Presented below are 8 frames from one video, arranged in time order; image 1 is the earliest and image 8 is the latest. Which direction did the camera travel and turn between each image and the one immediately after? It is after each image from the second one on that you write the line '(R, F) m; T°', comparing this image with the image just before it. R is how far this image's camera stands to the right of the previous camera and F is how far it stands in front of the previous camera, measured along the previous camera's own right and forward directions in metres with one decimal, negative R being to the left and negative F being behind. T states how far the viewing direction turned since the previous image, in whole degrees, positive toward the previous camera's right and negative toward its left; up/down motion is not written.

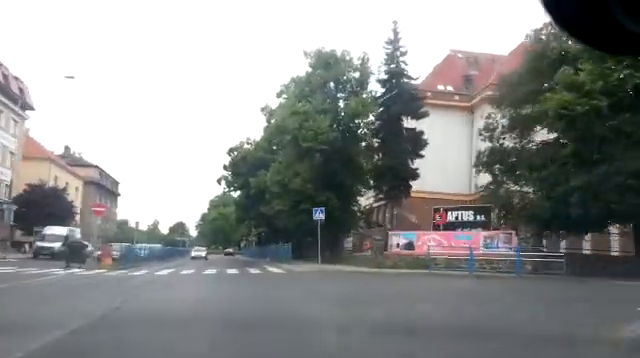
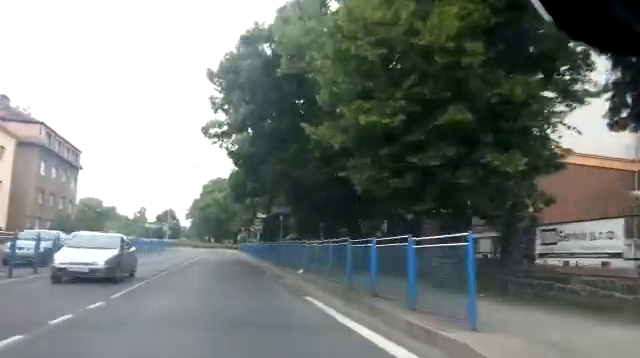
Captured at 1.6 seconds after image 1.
(-0.4, +21.9) m; 0°
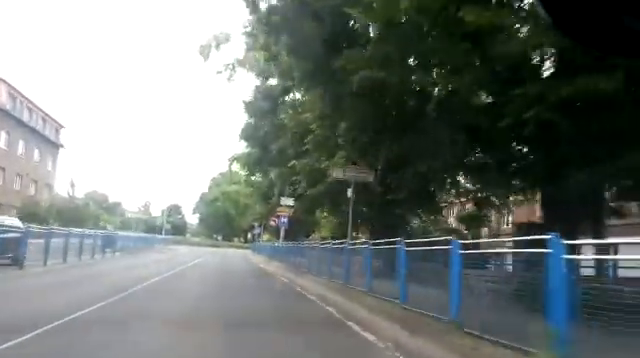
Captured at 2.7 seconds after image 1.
(+0.5, +13.8) m; +1°
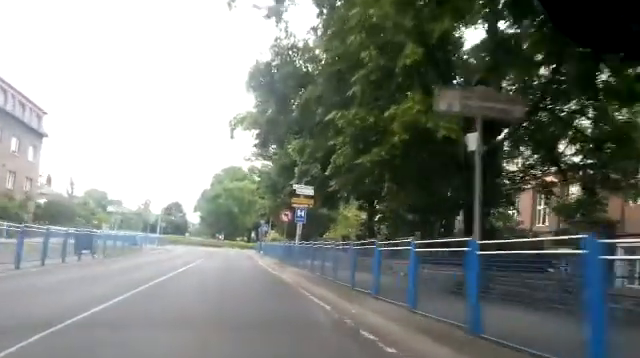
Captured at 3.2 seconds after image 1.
(0.0, +6.5) m; -1°
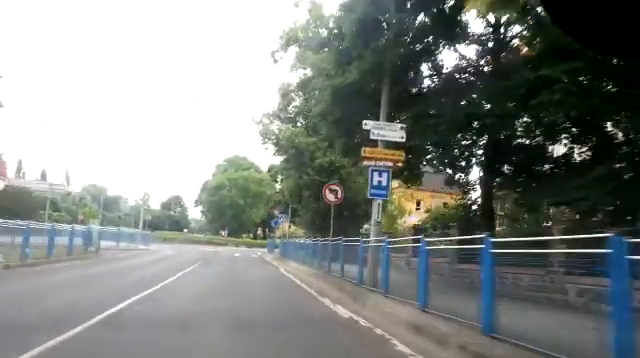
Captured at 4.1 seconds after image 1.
(-0.2, +12.6) m; -1°
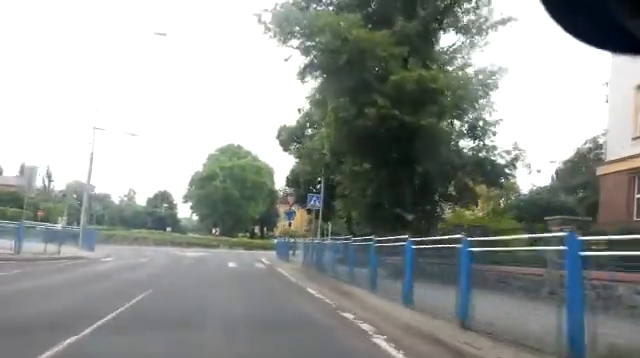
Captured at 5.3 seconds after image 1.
(+0.1, +14.4) m; +1°
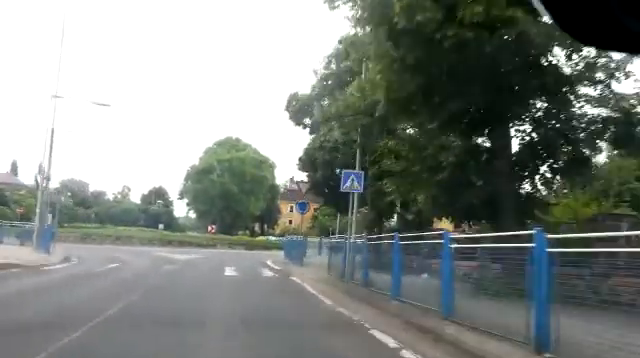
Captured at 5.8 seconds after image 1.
(0.0, +6.1) m; +1°
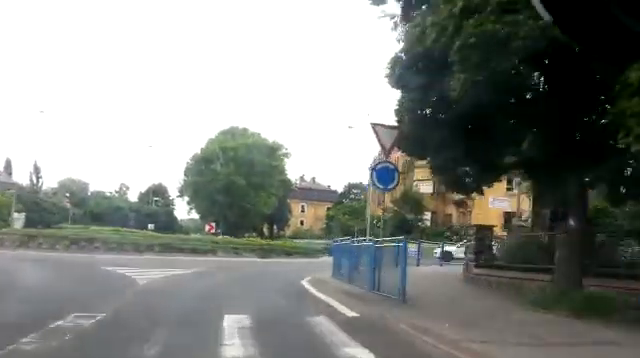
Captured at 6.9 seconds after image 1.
(0.0, +12.5) m; +1°
